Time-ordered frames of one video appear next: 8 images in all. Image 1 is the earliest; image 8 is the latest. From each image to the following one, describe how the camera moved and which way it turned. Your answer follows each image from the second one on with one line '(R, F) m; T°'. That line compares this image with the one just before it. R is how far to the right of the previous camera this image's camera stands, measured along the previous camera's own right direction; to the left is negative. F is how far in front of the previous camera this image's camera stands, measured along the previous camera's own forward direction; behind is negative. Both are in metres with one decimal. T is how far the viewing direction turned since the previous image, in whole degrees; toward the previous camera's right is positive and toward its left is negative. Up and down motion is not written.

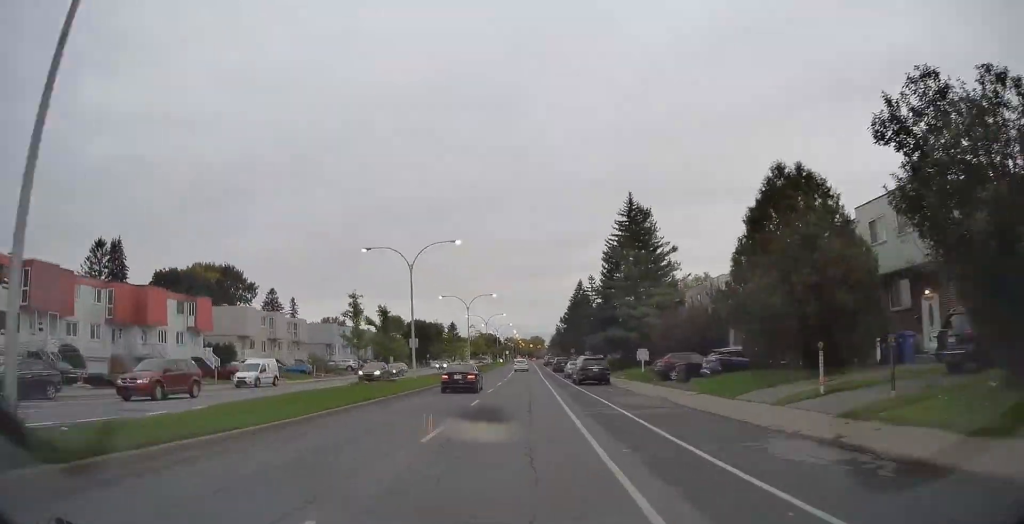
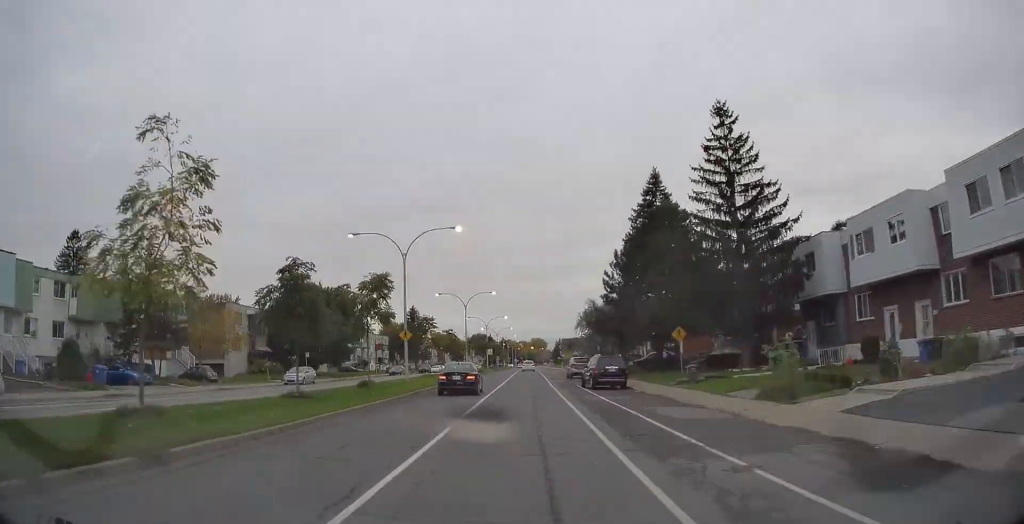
(+0.2, +72.6) m; -1°
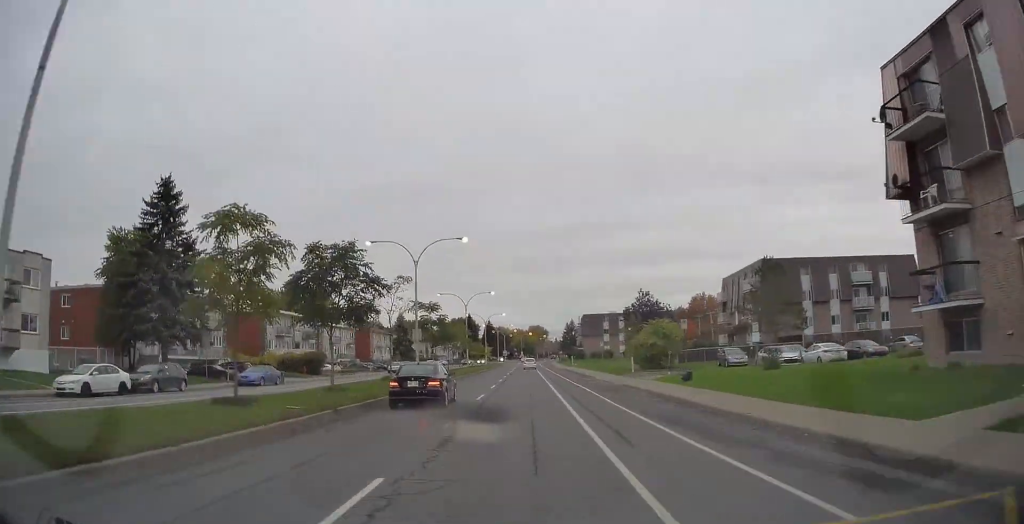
(-1.2, +99.0) m; 0°
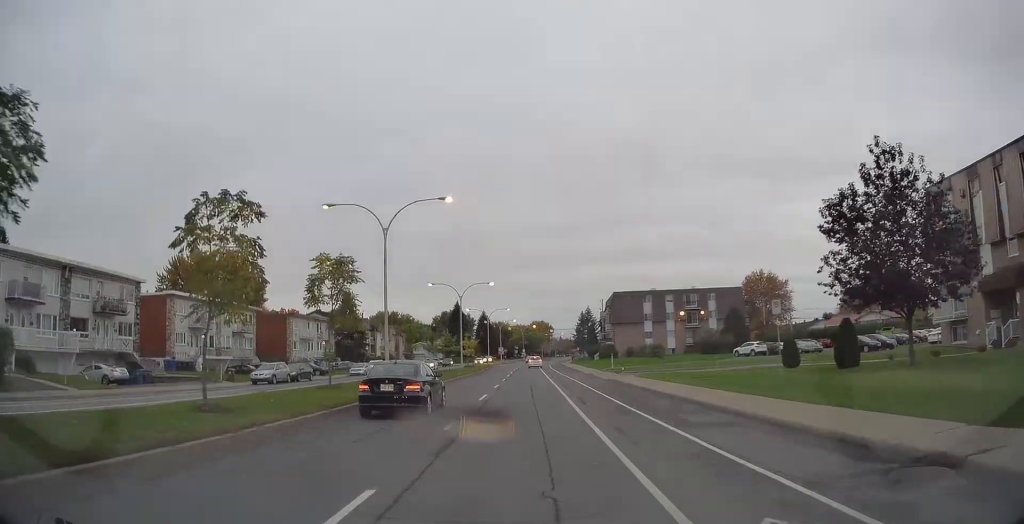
(+0.5, +42.4) m; +1°
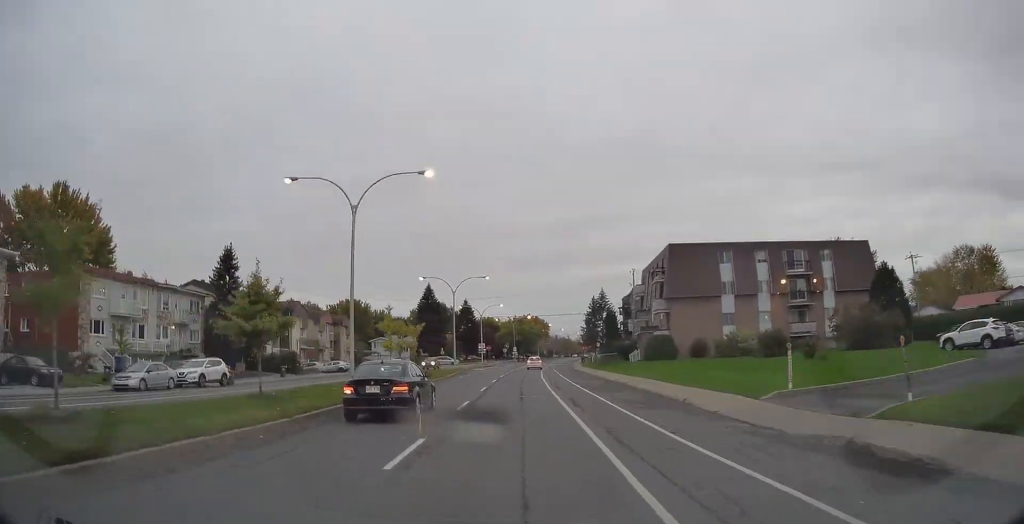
(-0.1, +36.9) m; +1°
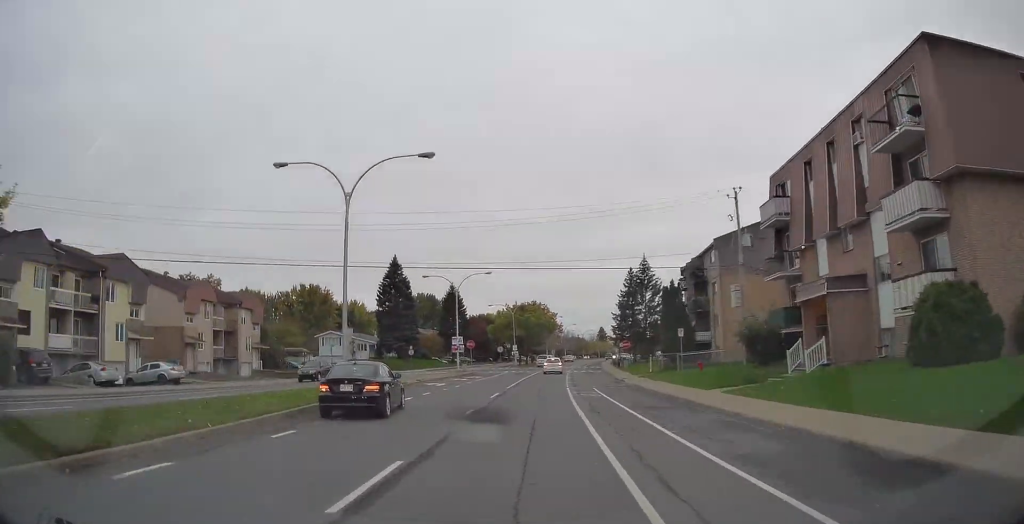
(+0.4, +30.9) m; +2°
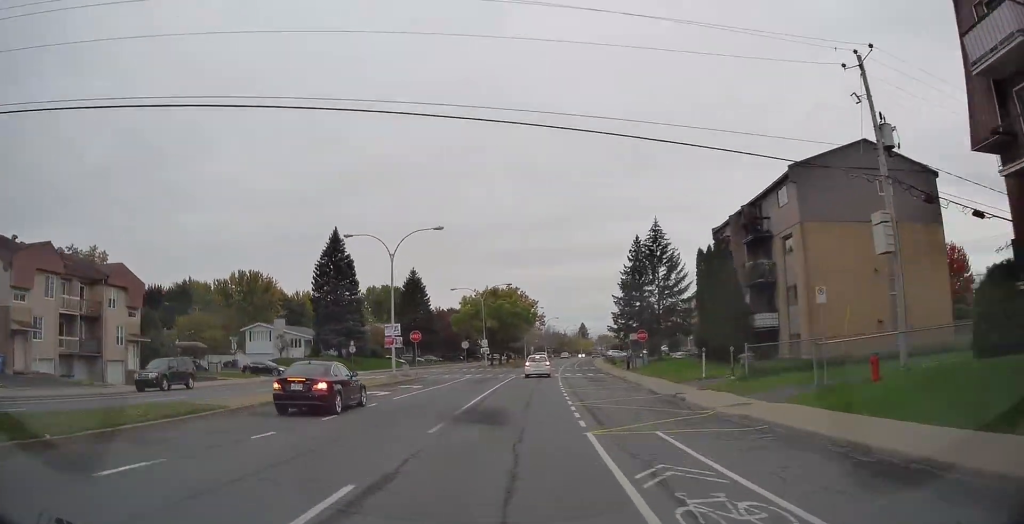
(+0.2, +15.4) m; 0°
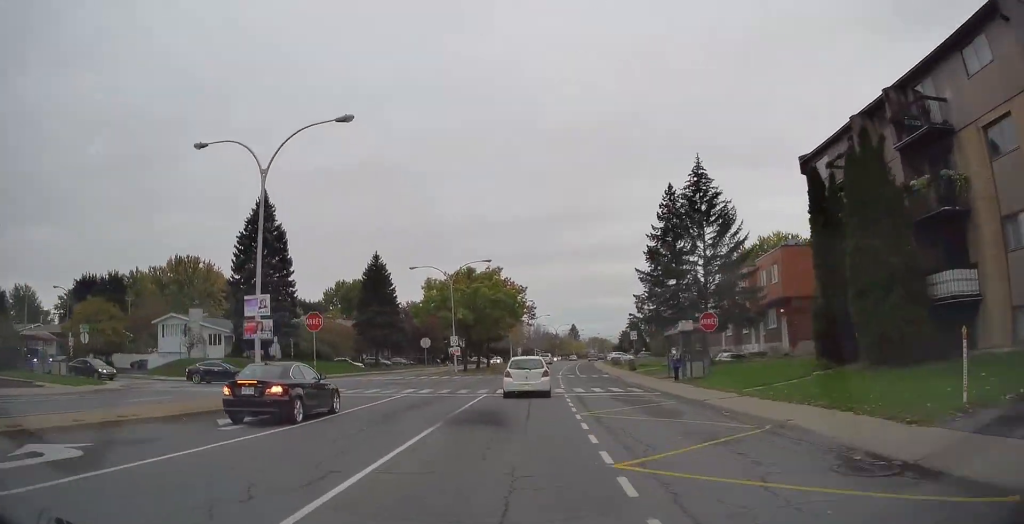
(+0.3, +15.6) m; 0°
